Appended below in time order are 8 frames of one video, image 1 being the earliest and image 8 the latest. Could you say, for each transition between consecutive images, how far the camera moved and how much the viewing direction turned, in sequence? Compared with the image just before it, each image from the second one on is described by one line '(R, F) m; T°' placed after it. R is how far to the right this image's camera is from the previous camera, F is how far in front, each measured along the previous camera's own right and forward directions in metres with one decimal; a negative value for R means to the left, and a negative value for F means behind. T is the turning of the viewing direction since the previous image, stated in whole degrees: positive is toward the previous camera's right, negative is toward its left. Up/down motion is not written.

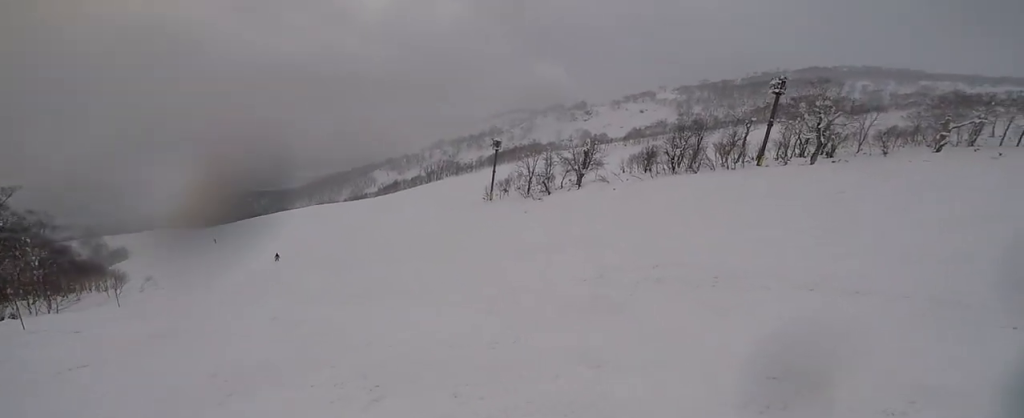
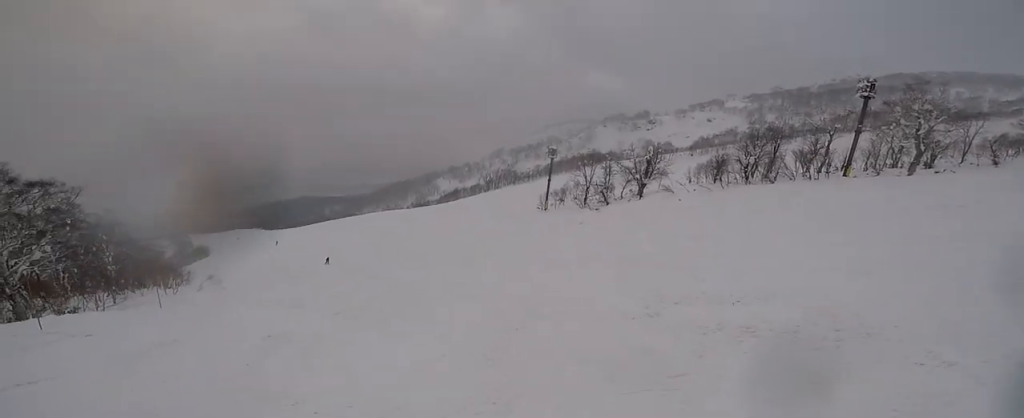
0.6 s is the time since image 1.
(-0.2, +3.3) m; -5°
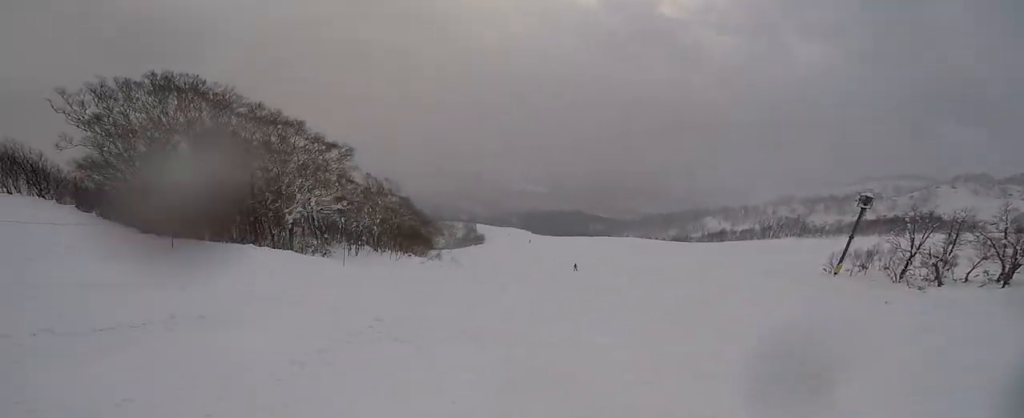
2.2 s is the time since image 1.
(-2.3, +7.7) m; -33°
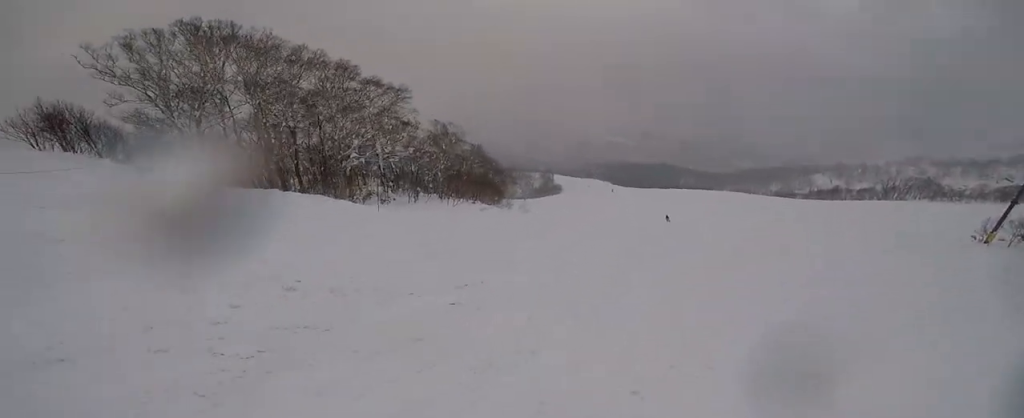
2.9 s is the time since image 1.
(-0.5, +4.7) m; -1°
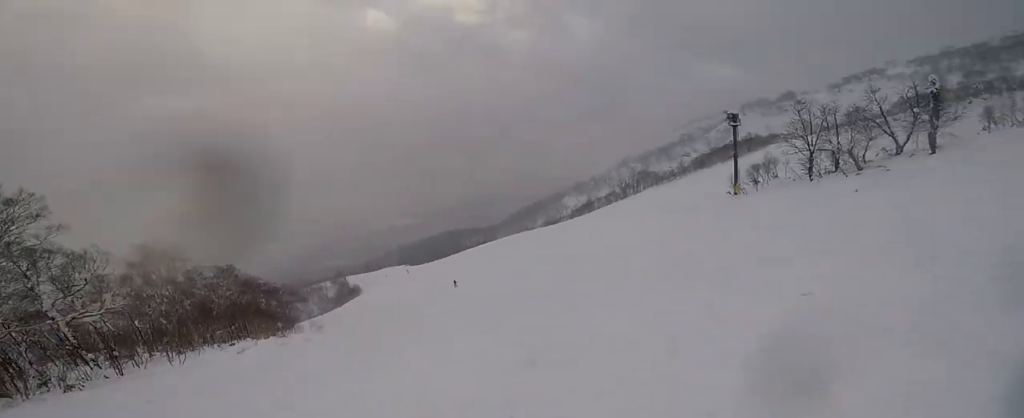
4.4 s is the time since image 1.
(+1.4, +10.0) m; +14°
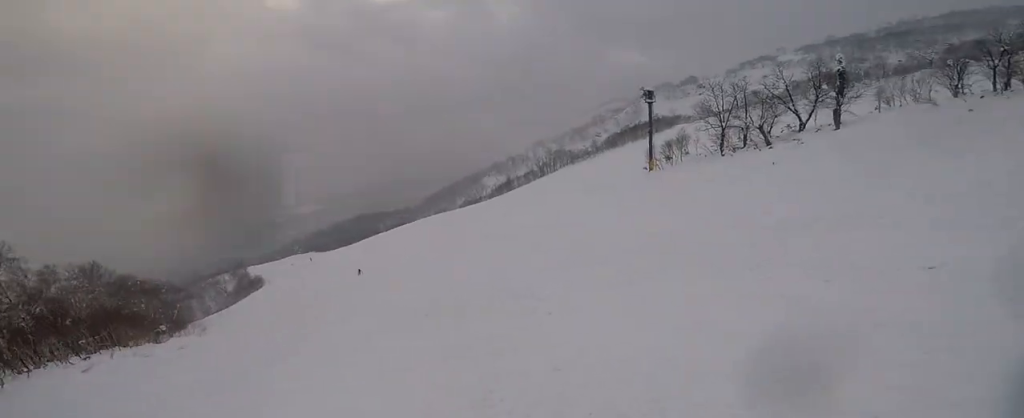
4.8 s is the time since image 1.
(0.0, +2.9) m; -2°
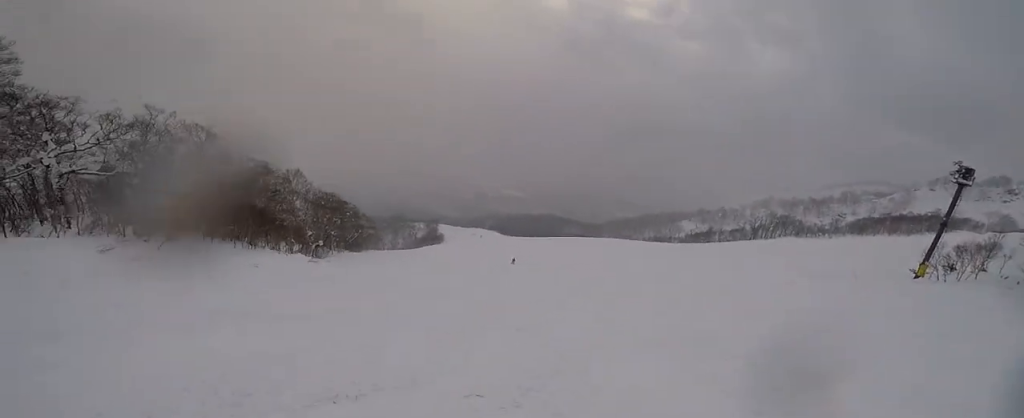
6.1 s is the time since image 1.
(-0.9, +9.1) m; -13°
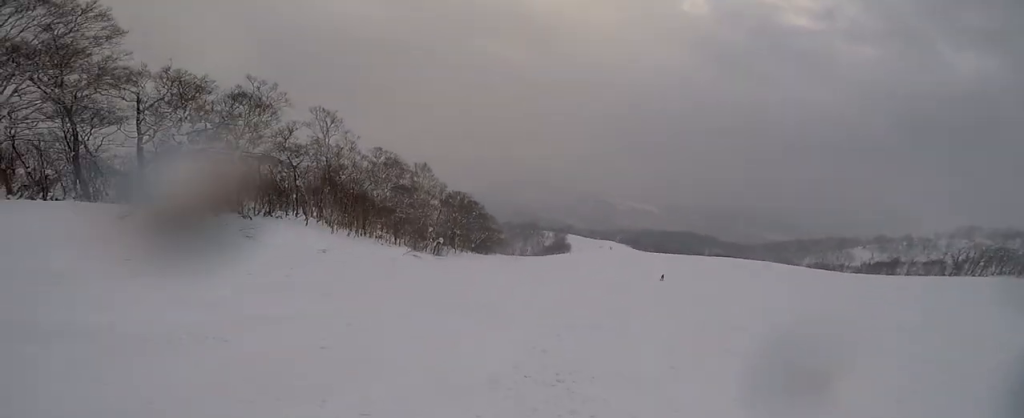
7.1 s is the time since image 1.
(-0.4, +6.5) m; -4°
